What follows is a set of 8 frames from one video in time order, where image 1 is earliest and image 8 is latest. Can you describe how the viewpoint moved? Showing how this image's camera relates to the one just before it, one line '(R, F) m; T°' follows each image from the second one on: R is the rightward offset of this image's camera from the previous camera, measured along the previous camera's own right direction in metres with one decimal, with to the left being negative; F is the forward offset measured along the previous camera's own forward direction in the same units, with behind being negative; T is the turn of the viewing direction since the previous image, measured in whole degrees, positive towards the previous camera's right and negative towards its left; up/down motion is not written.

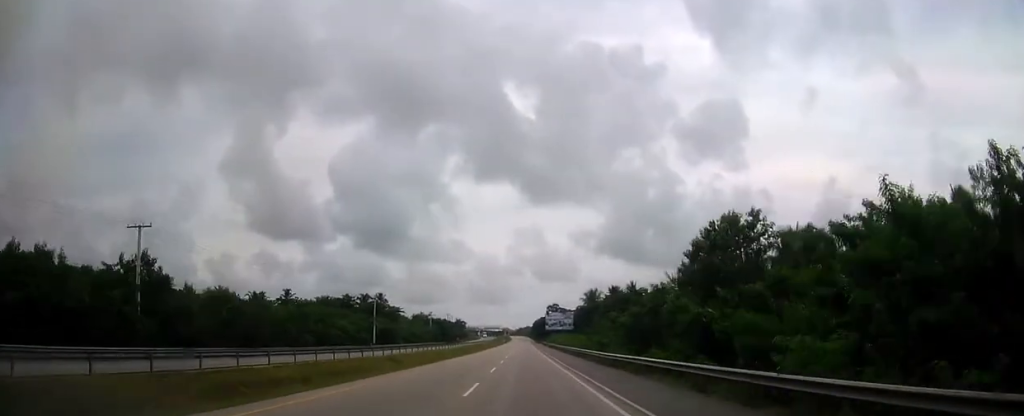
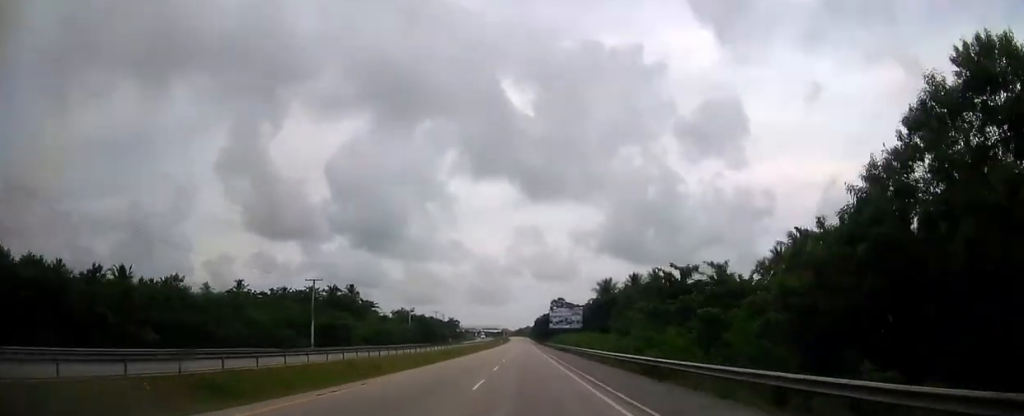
(0.0, +33.5) m; 0°
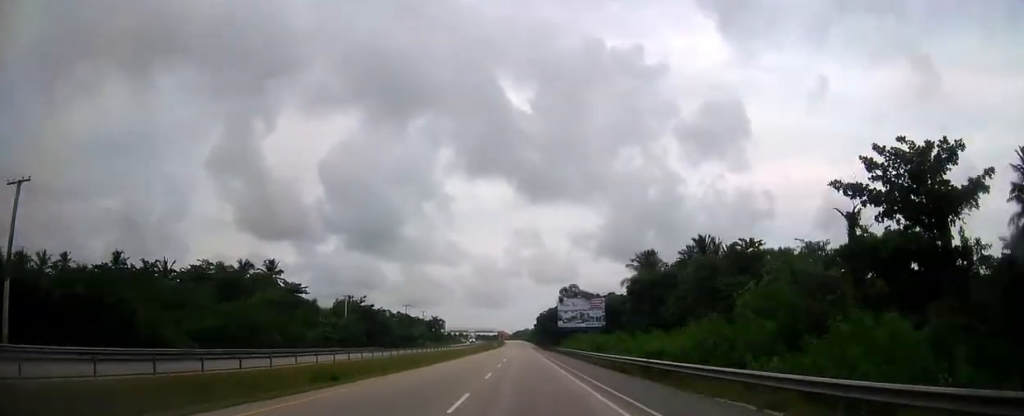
(+0.1, +52.9) m; 0°
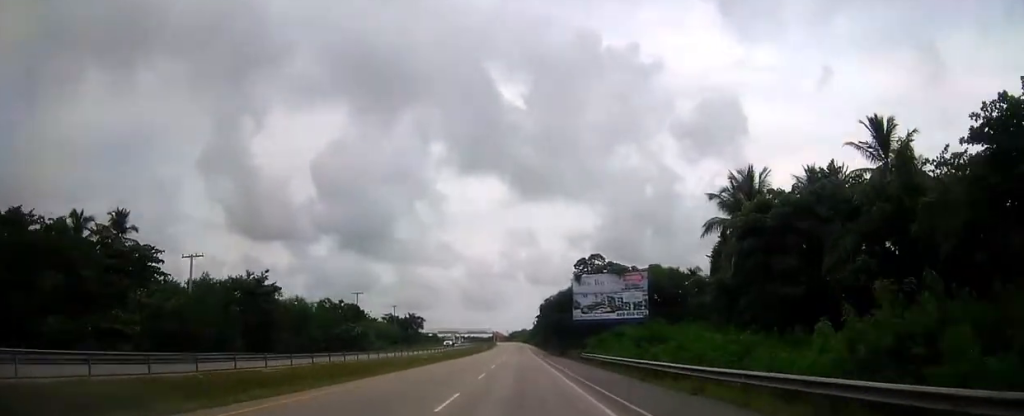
(0.0, +47.5) m; 0°
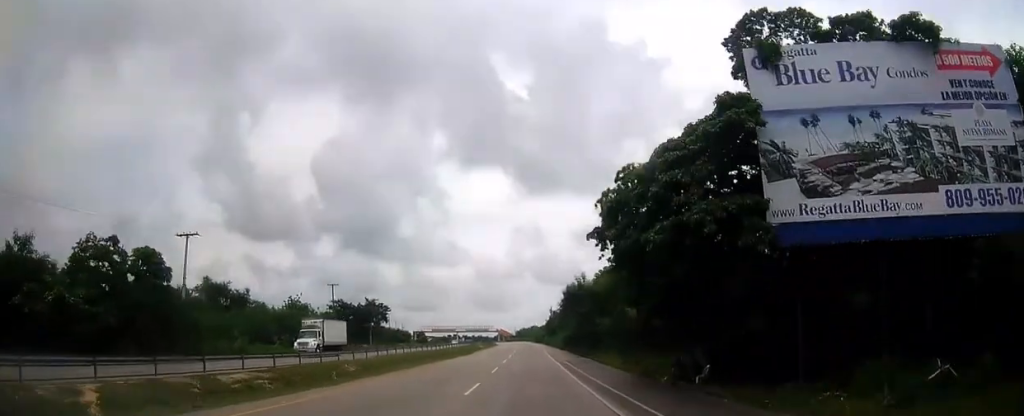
(0.0, +68.6) m; 0°
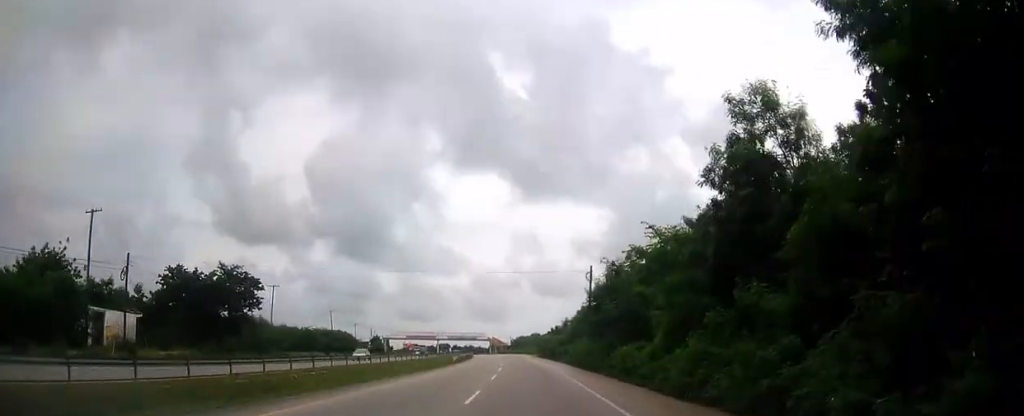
(-0.3, +73.8) m; -1°
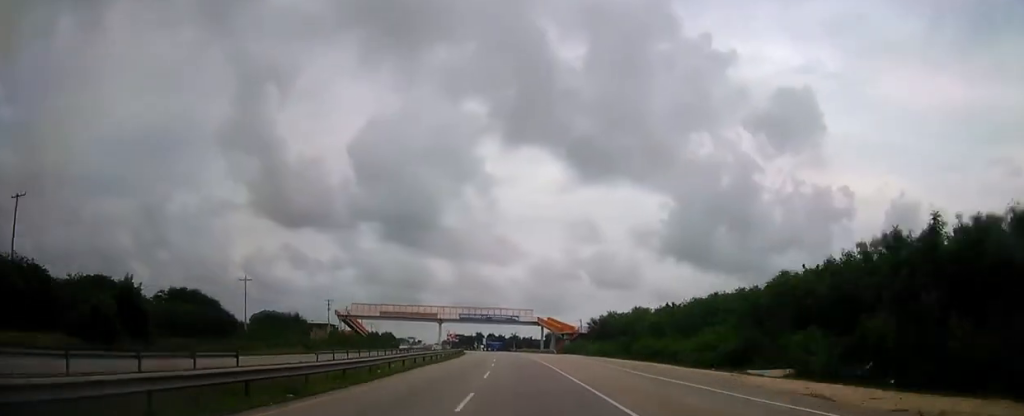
(-5.2, +134.6) m; -5°
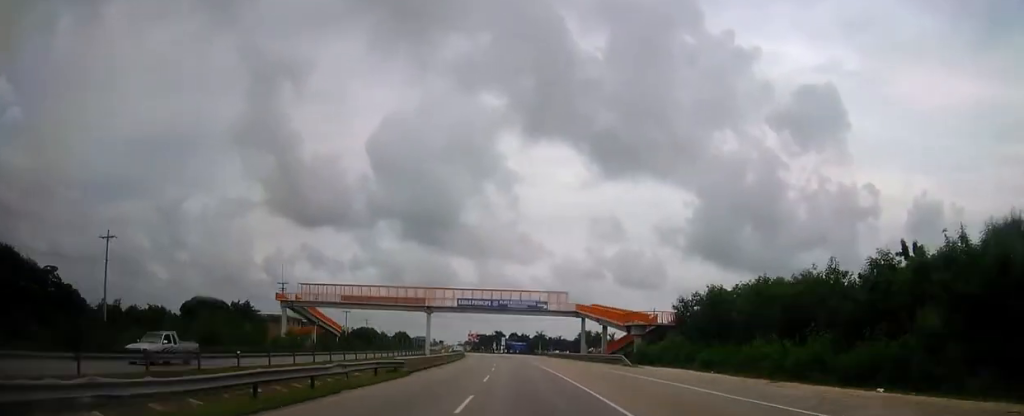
(-1.2, +48.5) m; -3°
